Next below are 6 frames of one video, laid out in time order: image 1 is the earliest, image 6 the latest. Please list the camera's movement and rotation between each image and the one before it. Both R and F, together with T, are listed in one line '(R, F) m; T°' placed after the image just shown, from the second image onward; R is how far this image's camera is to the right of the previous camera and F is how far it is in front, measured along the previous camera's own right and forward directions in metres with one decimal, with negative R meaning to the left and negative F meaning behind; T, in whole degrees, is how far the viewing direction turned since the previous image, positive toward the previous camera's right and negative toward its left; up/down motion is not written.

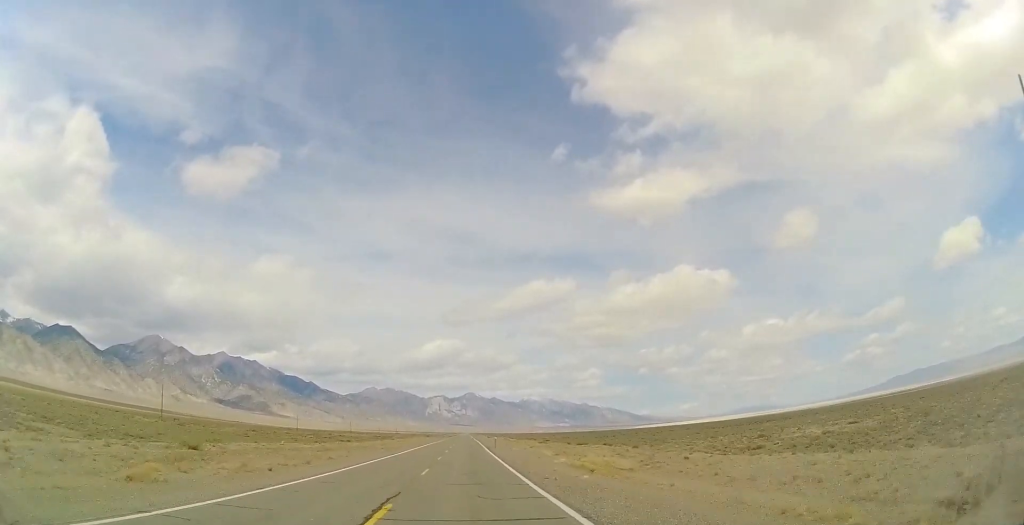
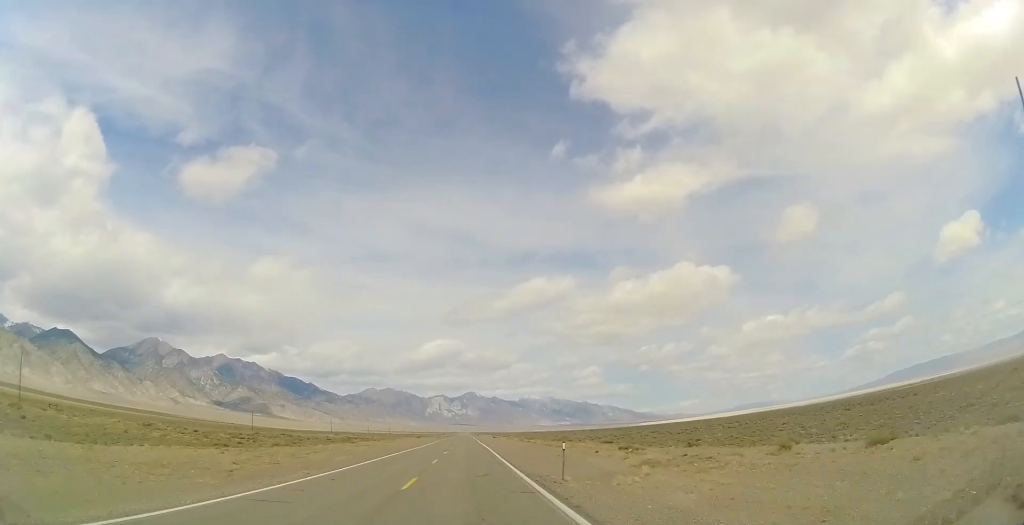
(-0.2, +42.3) m; -1°
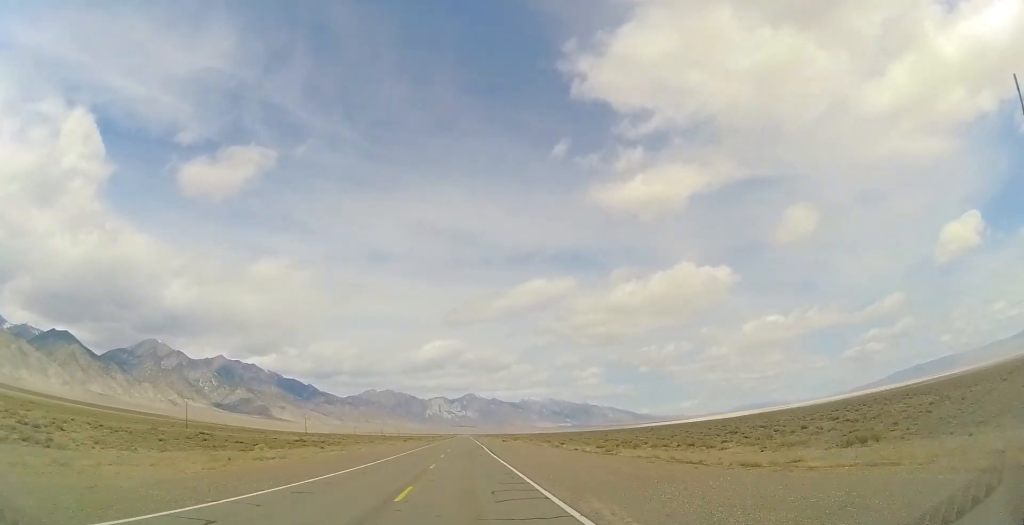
(0.0, +38.8) m; +1°
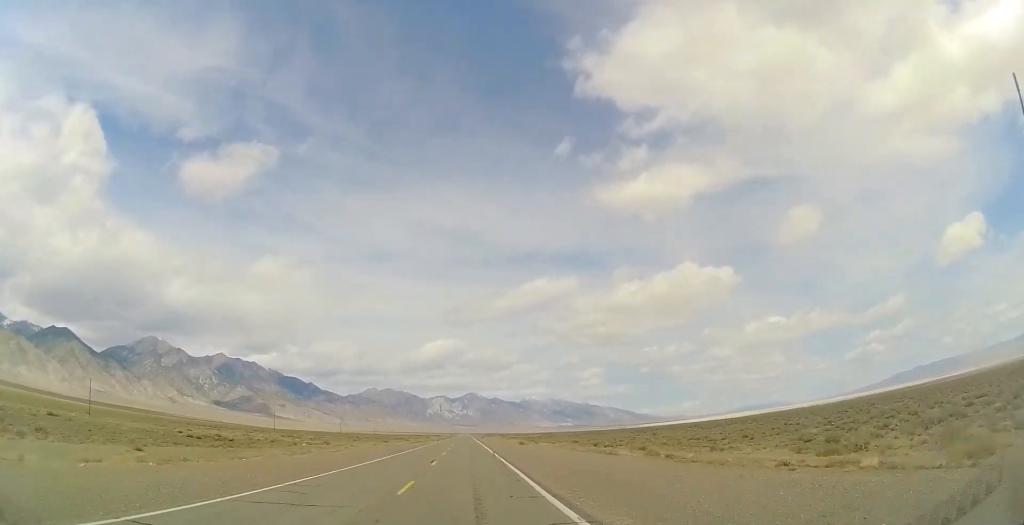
(+0.3, +35.3) m; 0°
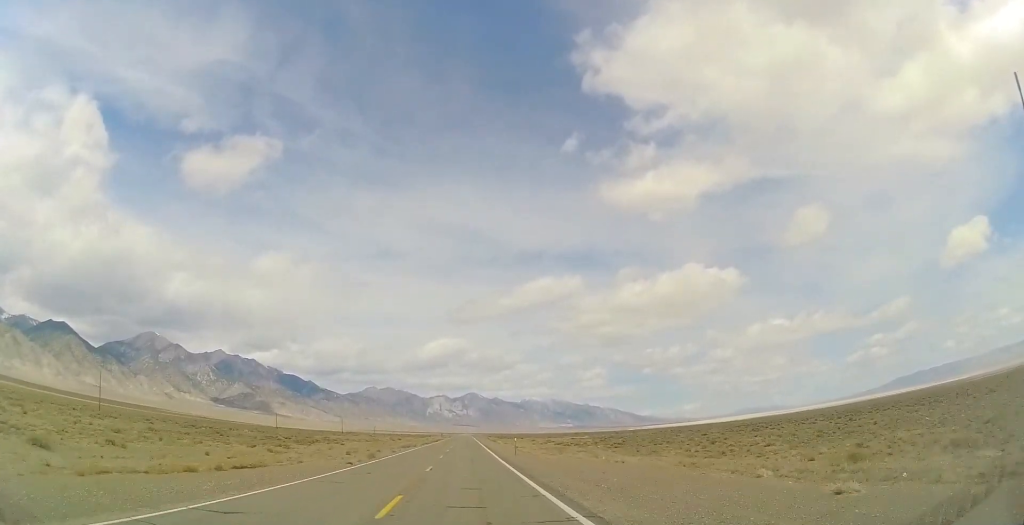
(-0.2, +88.6) m; -1°
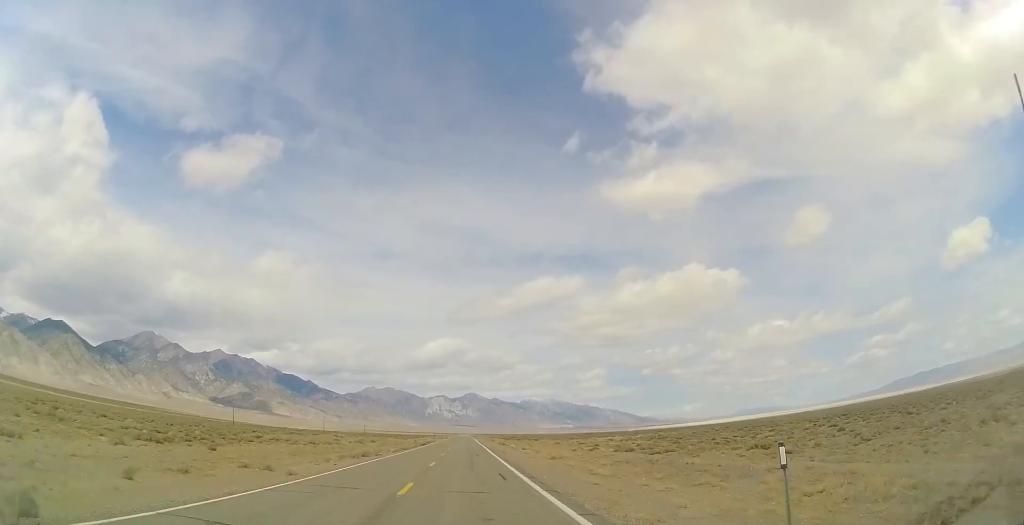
(-0.3, +33.1) m; 0°
